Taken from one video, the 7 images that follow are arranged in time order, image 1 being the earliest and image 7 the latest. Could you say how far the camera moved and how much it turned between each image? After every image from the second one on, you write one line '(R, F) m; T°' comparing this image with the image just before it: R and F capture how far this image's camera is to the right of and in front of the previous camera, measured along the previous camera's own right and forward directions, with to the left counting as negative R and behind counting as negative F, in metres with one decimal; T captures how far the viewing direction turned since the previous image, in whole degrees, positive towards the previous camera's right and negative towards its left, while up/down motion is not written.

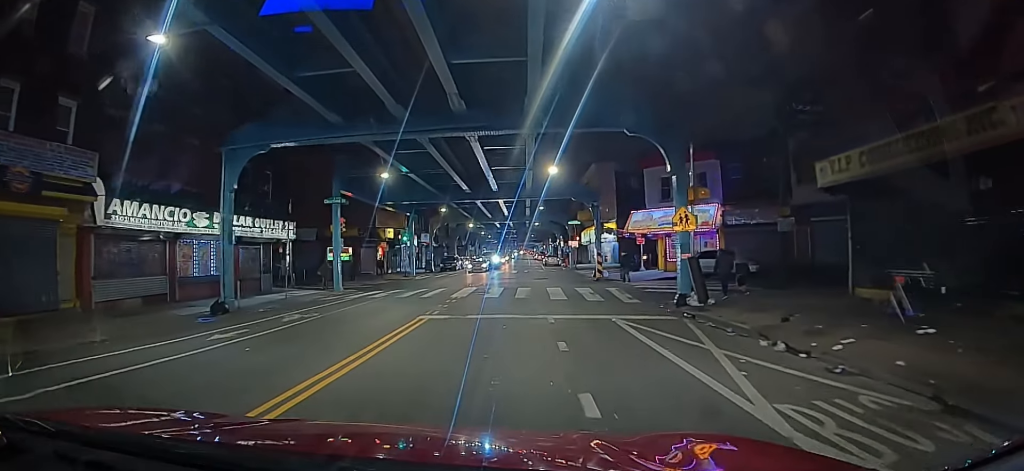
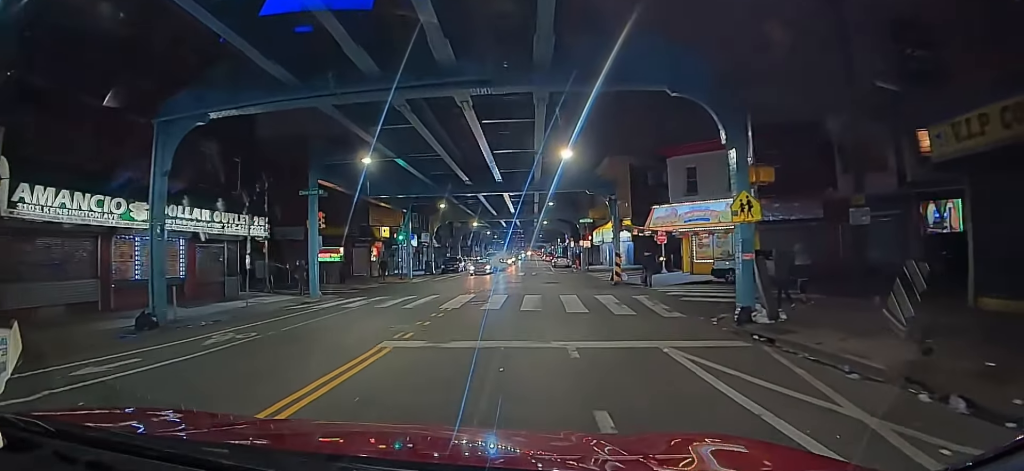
(0.0, +5.2) m; 0°
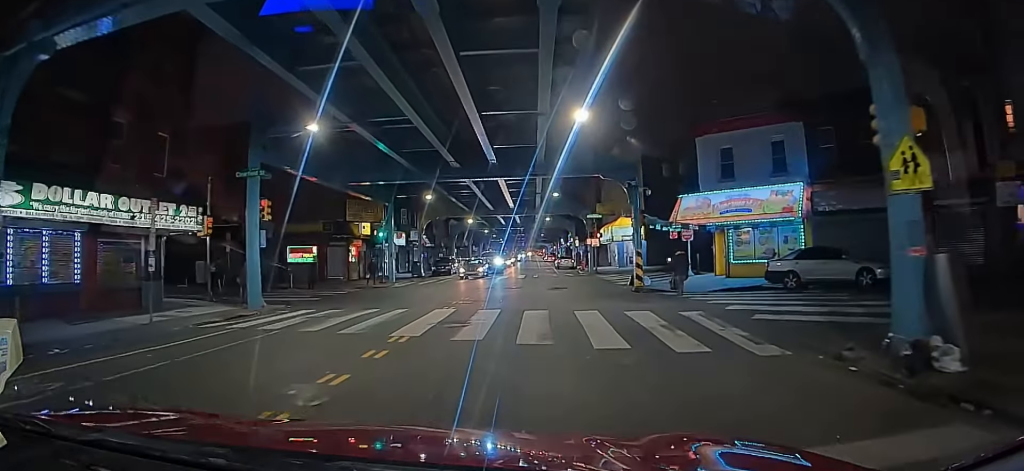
(+0.1, +6.8) m; -1°
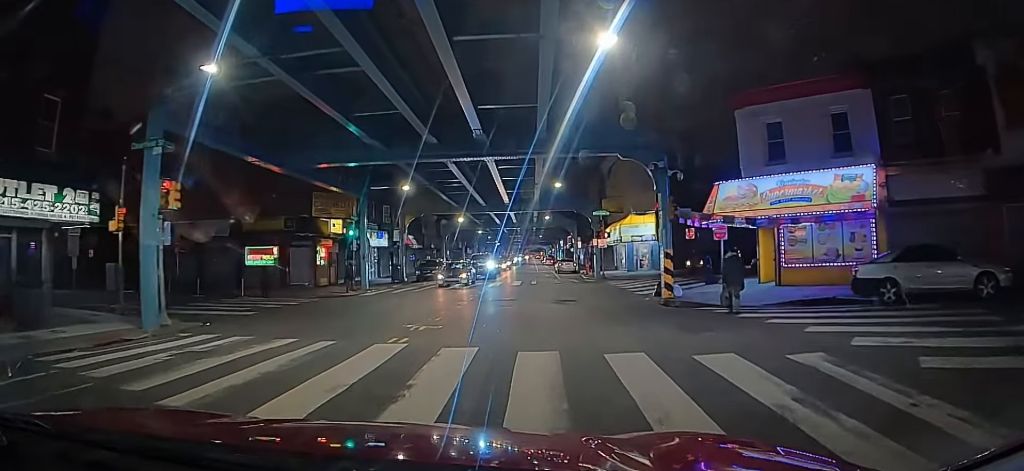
(0.0, +6.1) m; -3°
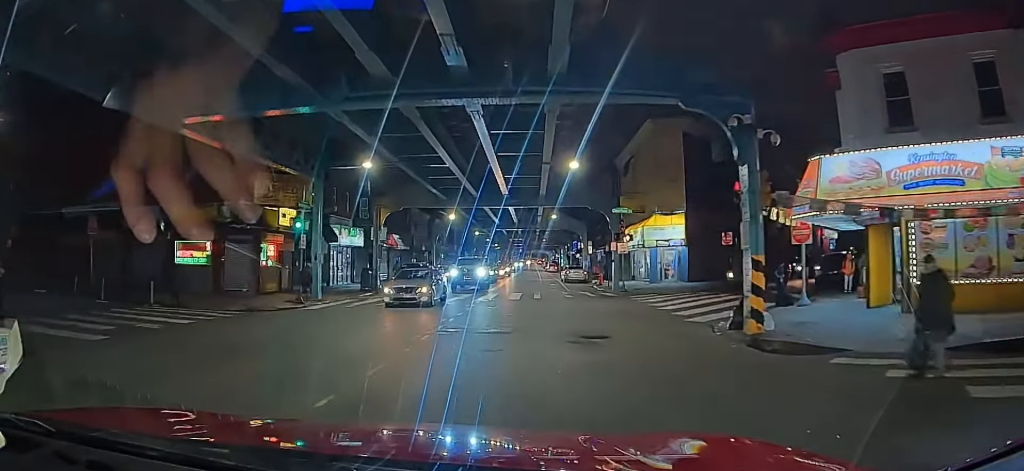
(-0.3, +7.9) m; -3°
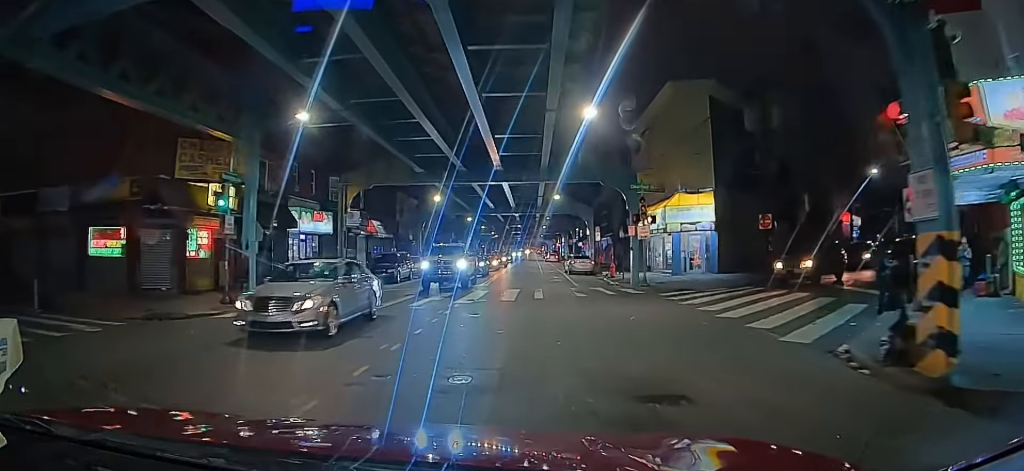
(0.0, +5.8) m; 0°
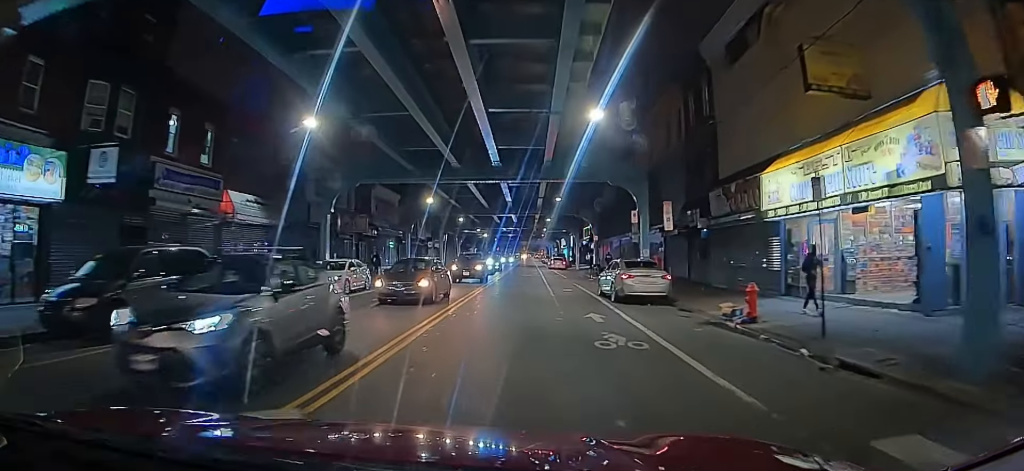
(+0.7, +19.5) m; +2°
